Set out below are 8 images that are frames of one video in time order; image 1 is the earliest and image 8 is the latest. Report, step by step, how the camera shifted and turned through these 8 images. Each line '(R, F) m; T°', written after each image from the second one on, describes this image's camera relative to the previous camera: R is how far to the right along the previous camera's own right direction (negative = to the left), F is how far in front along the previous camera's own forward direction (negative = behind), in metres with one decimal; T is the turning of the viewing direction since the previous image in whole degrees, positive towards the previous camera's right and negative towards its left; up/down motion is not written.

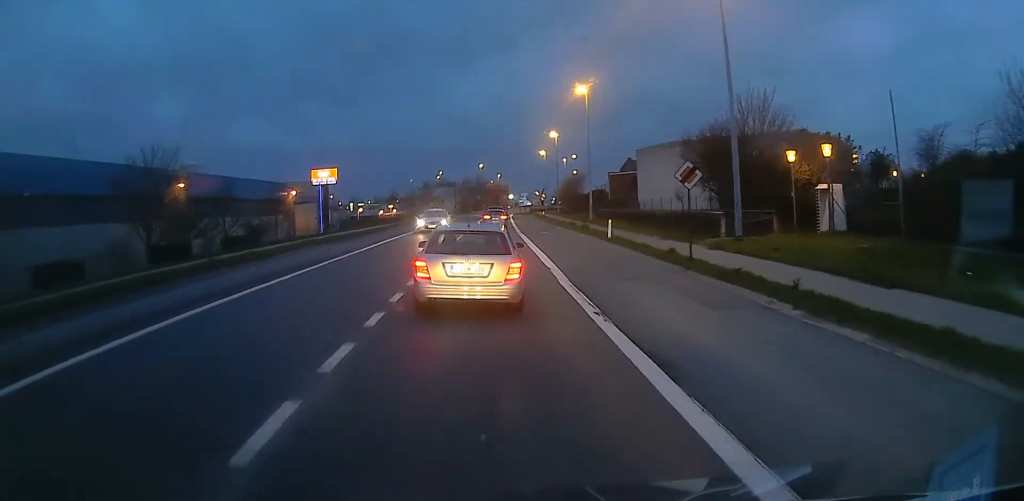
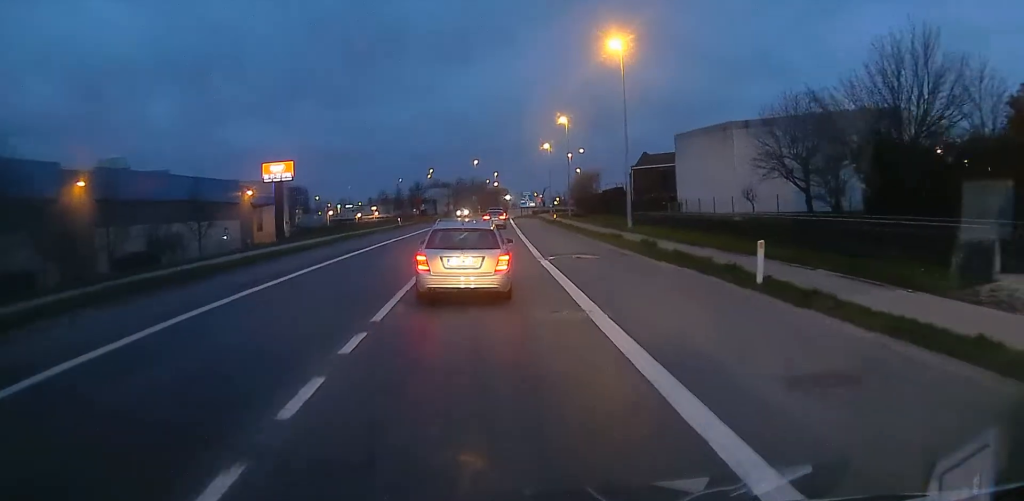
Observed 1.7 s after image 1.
(0.0, +19.1) m; 0°
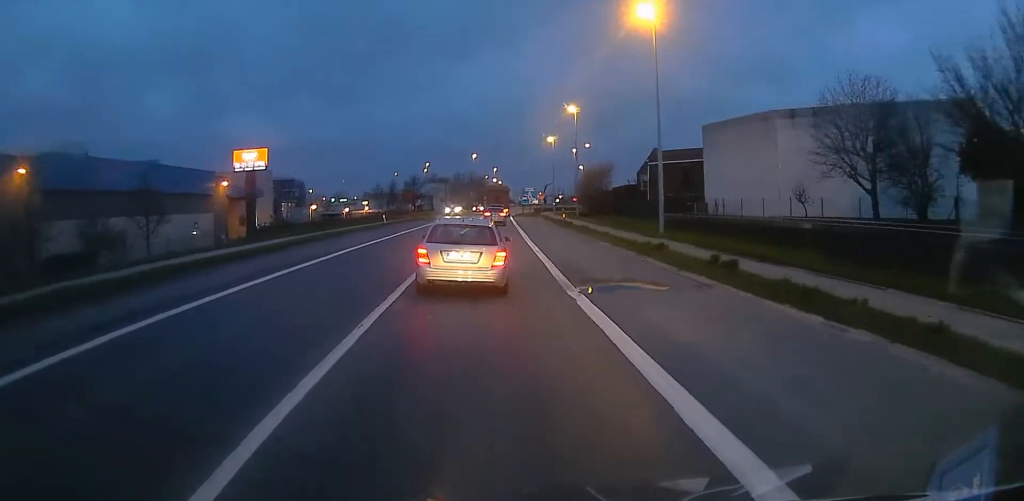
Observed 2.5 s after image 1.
(0.0, +8.4) m; 0°
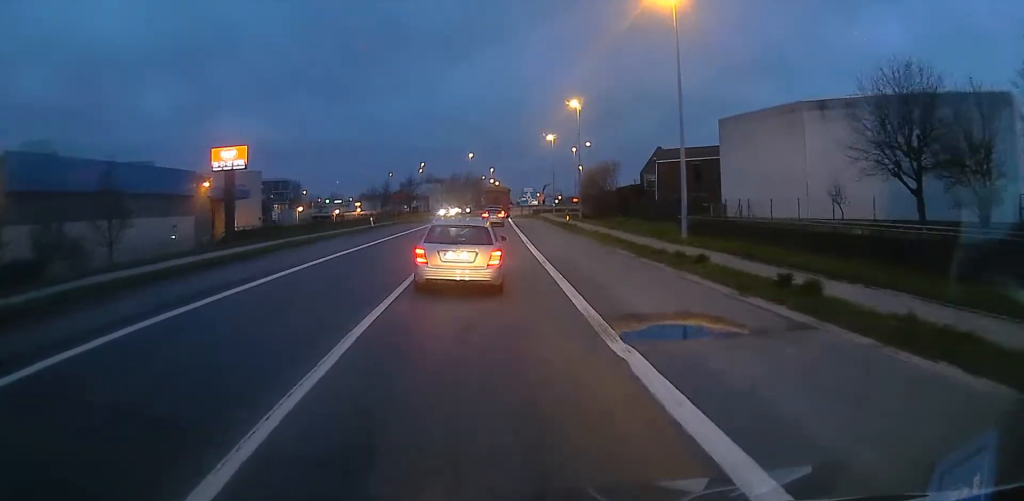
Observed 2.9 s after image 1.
(0.0, +4.7) m; 0°
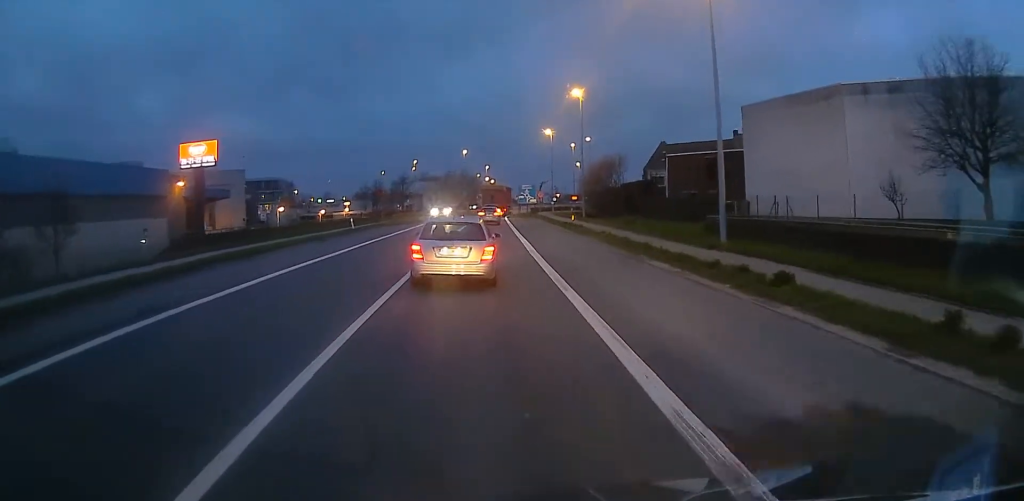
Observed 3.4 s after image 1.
(0.0, +5.8) m; 0°
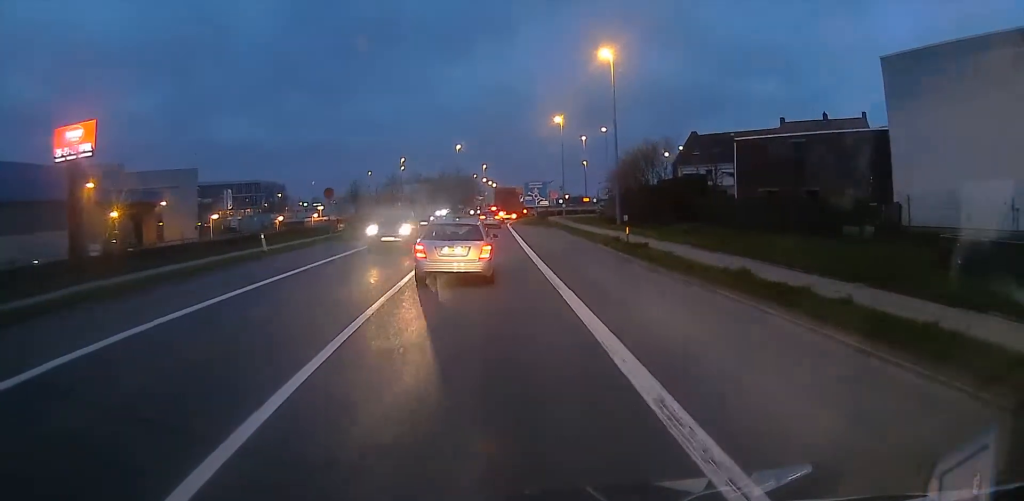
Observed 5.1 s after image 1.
(0.0, +18.0) m; -1°
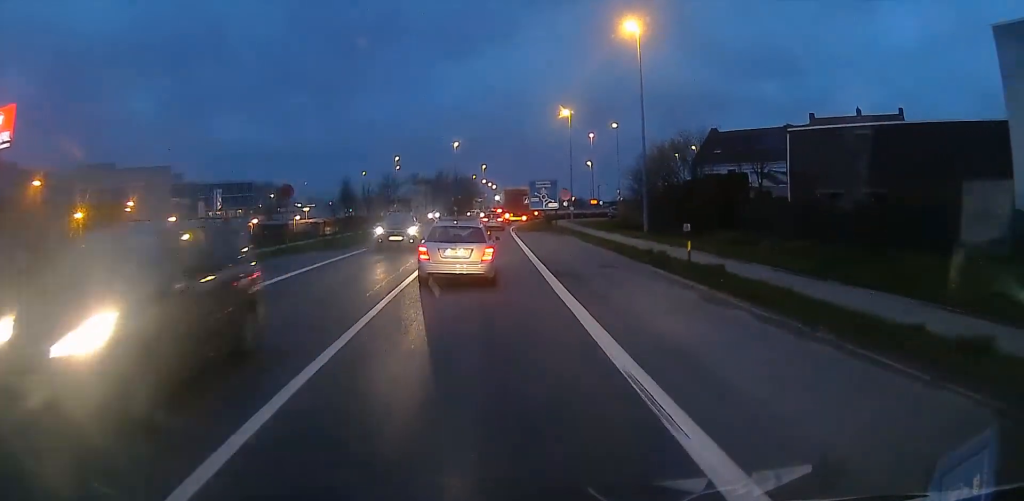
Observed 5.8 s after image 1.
(-0.1, +8.2) m; -1°
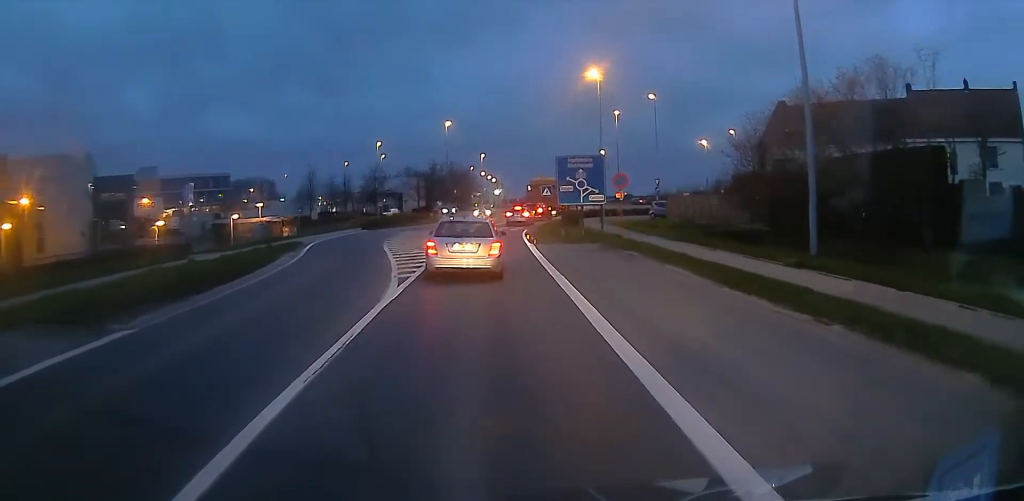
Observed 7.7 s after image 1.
(-0.2, +20.8) m; +3°
